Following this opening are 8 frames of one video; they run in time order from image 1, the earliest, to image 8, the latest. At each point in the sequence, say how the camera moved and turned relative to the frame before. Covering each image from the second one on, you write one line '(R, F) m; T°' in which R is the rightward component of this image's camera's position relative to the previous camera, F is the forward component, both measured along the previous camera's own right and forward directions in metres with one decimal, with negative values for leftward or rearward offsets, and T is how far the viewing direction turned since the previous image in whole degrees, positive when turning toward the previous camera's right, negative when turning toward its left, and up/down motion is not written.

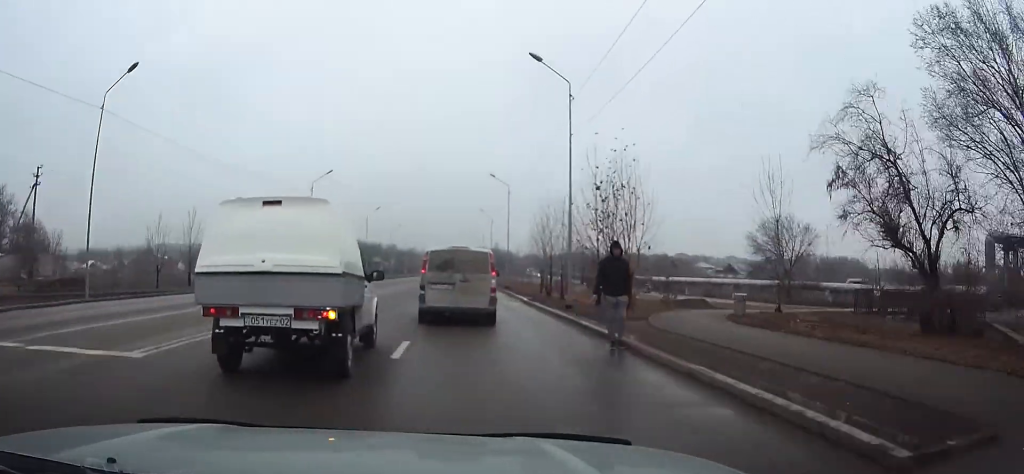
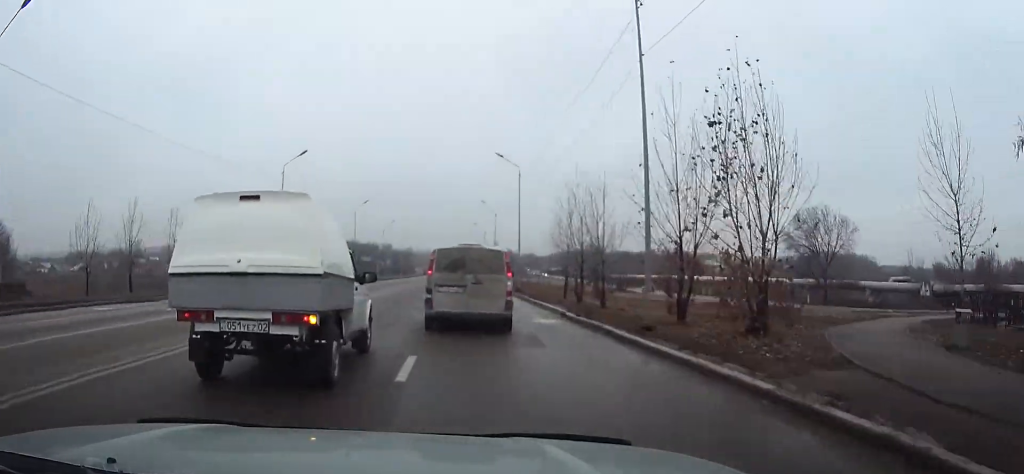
(0.0, +9.1) m; 0°
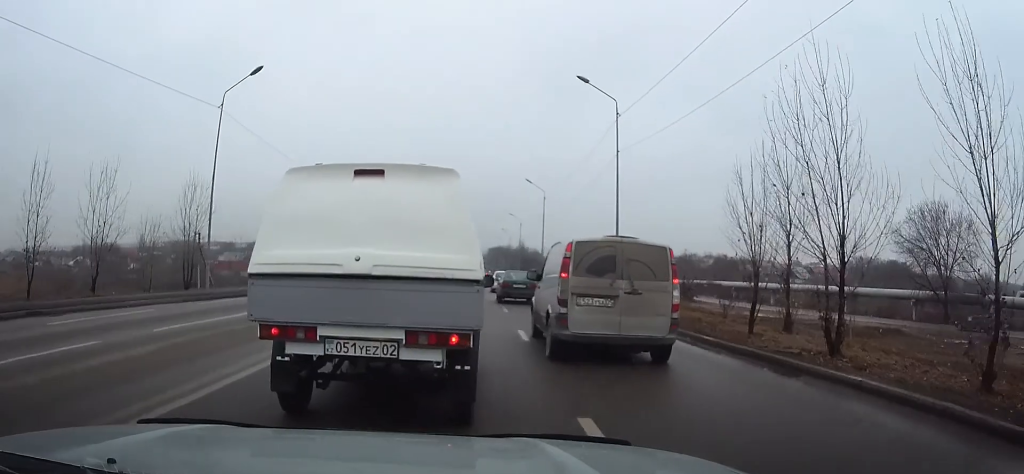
(-0.3, +18.8) m; -2°
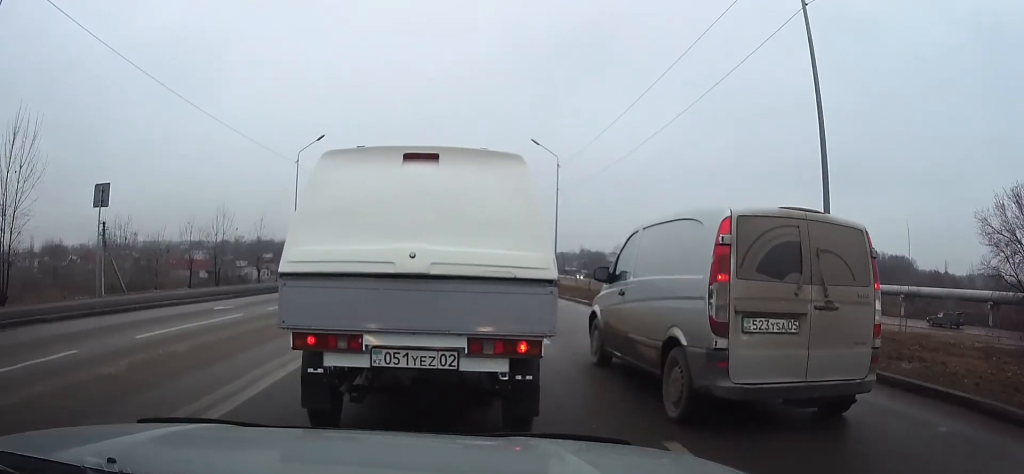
(0.0, +17.2) m; +1°
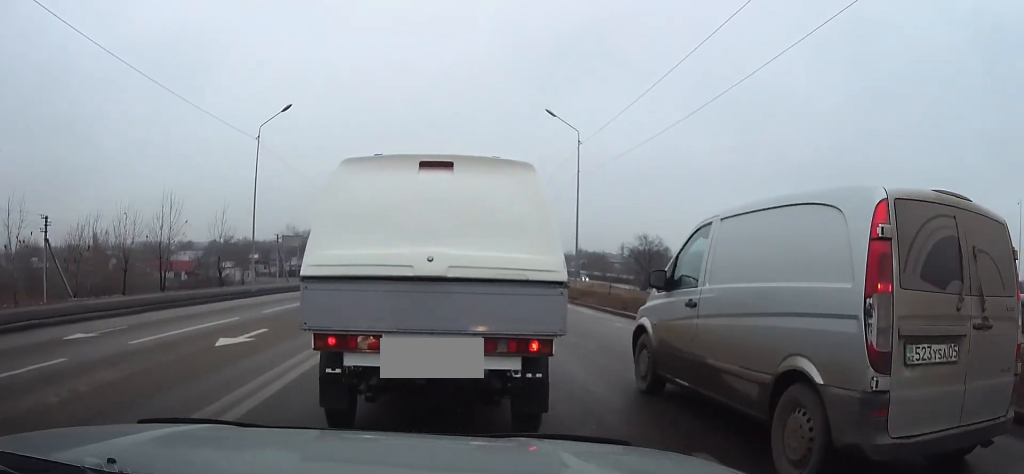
(+0.1, +8.8) m; +1°
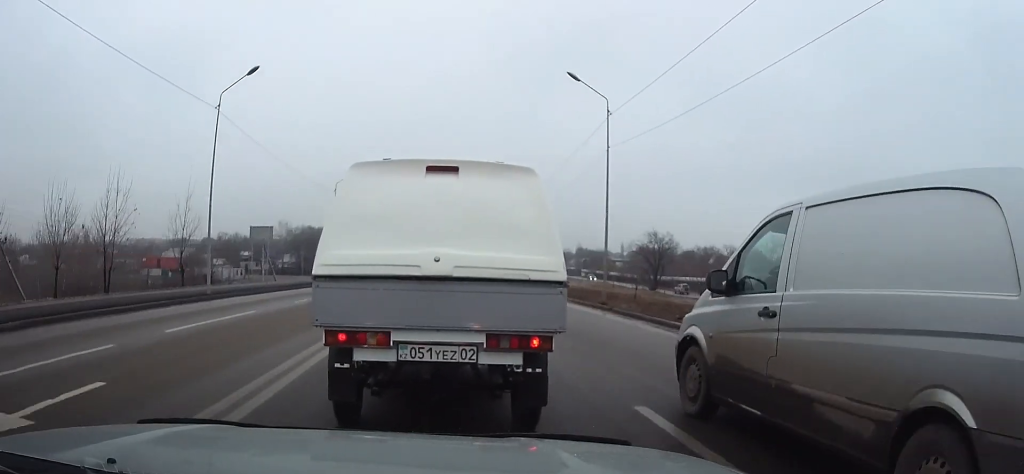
(0.0, +7.0) m; +1°
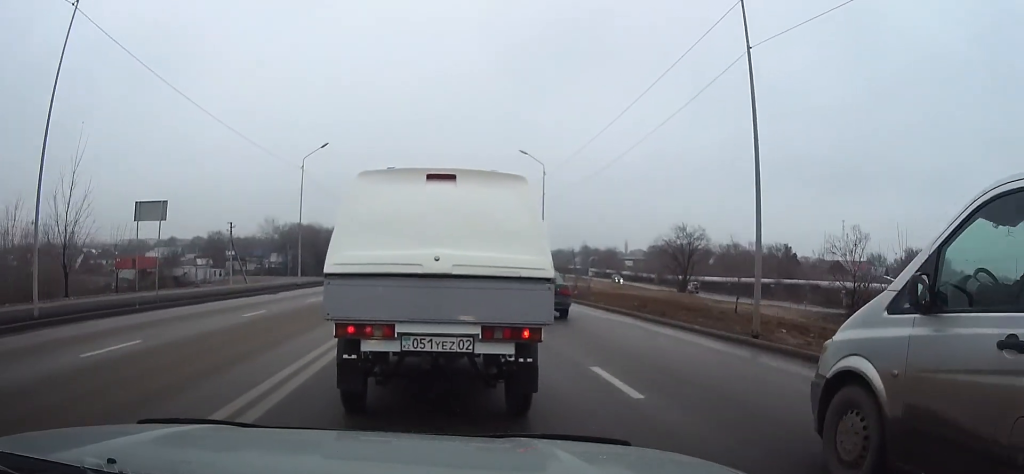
(+0.1, +14.4) m; +1°
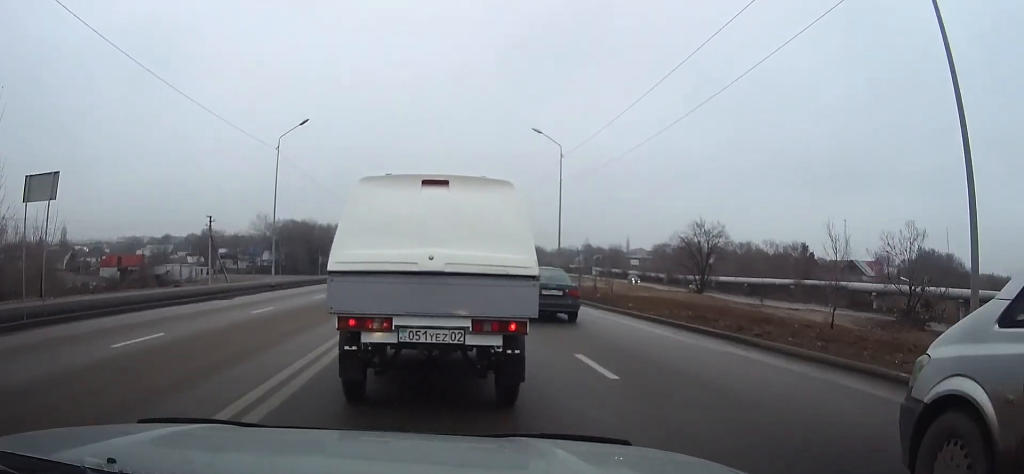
(0.0, +7.4) m; 0°
